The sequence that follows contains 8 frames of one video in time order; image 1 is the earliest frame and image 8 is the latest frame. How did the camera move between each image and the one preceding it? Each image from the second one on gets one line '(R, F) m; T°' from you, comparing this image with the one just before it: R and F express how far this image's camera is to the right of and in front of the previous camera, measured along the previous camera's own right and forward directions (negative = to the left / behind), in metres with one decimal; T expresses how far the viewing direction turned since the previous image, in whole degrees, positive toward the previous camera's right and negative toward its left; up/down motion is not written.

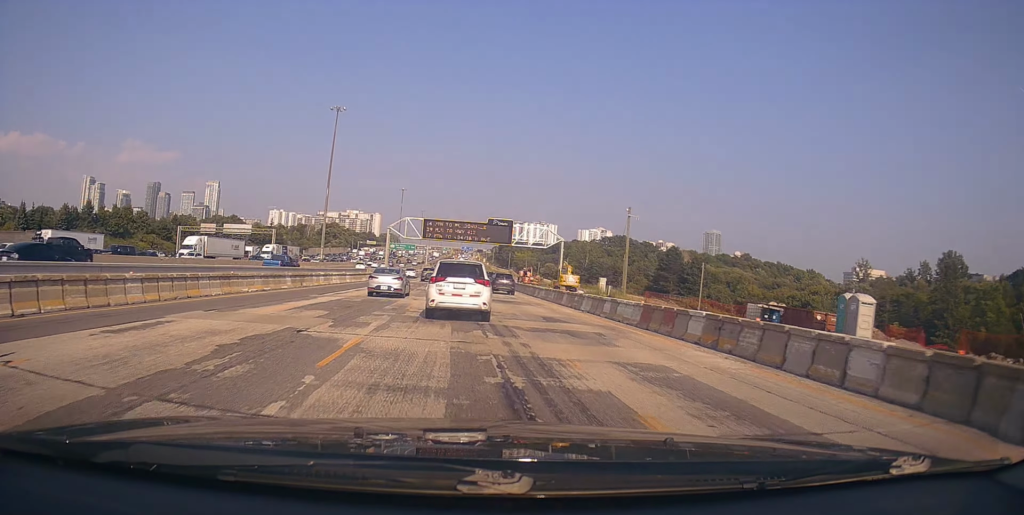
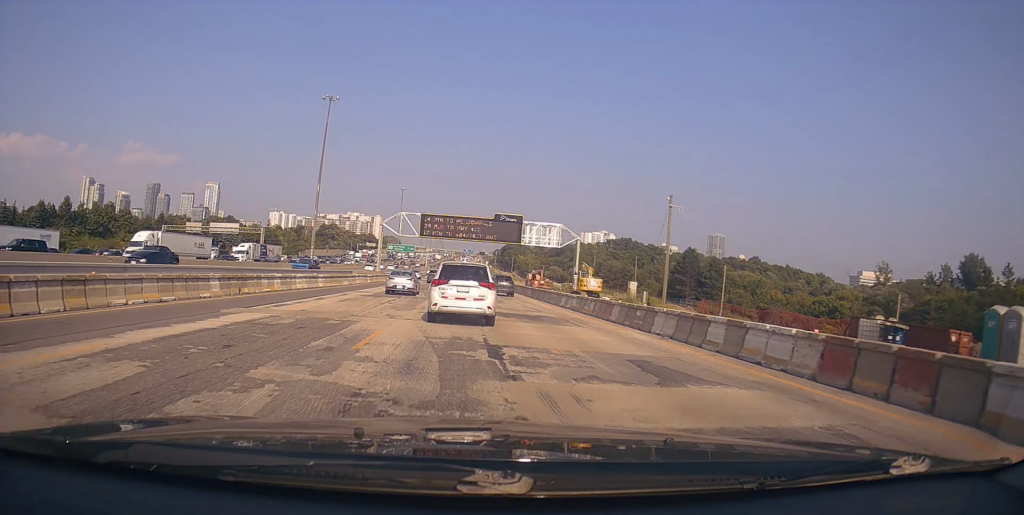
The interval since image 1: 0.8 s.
(0.0, +10.4) m; 0°
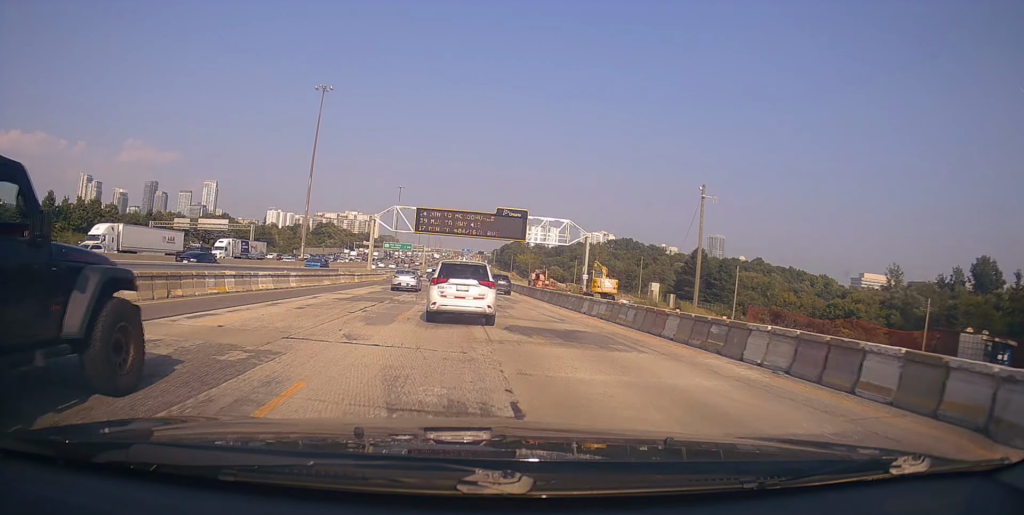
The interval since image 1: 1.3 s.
(0.0, +6.4) m; 0°
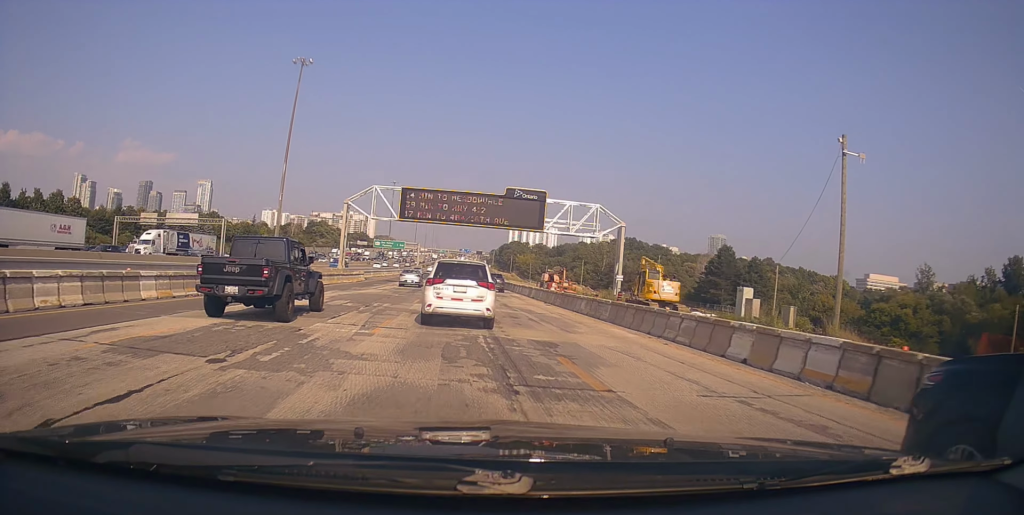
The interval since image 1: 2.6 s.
(0.0, +16.0) m; +2°
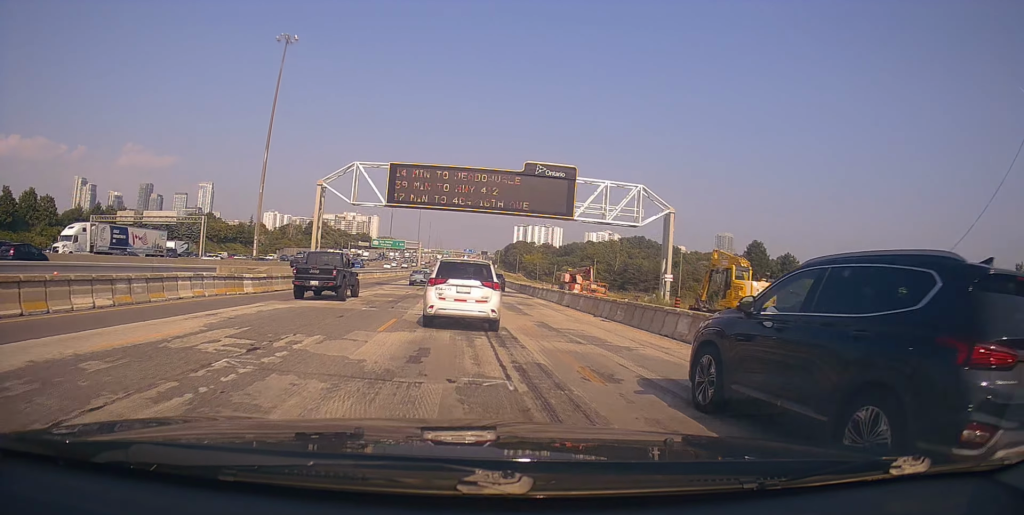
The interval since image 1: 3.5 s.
(+0.5, +11.9) m; 0°
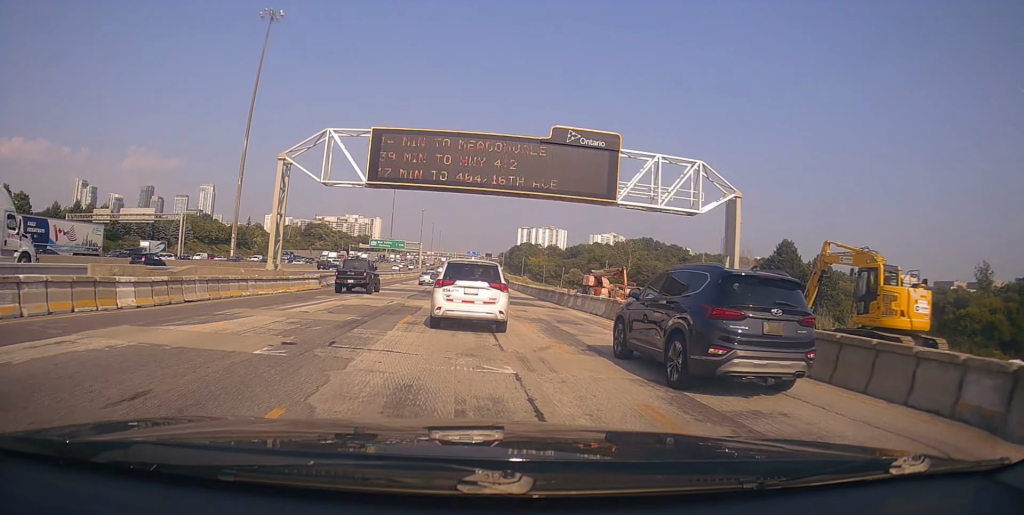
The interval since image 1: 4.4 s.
(-0.5, +10.4) m; 0°
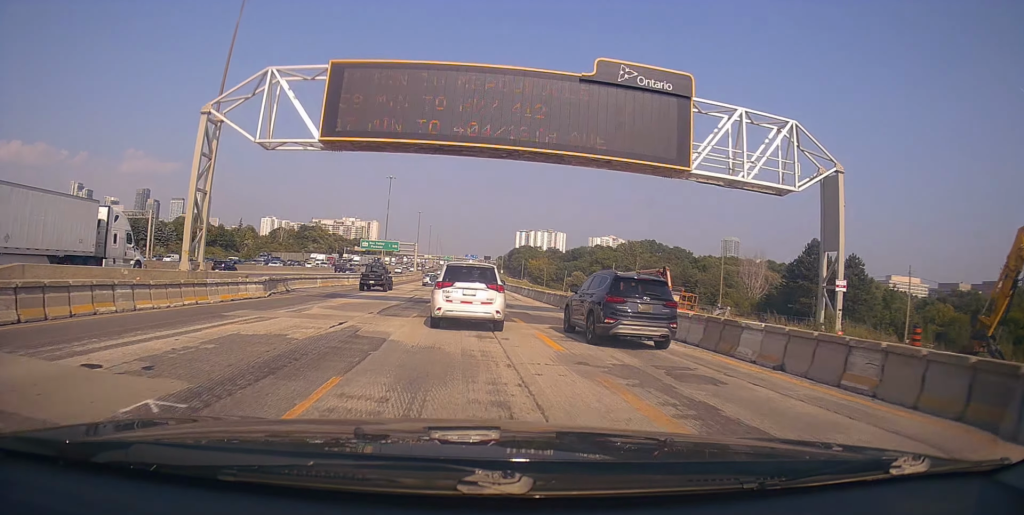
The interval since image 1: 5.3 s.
(+0.3, +10.4) m; 0°
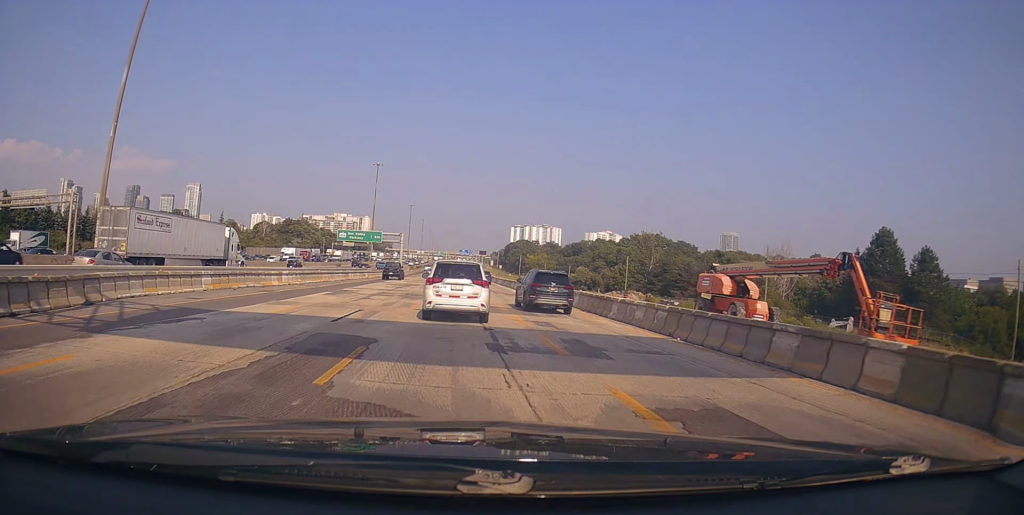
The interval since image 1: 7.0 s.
(-0.6, +19.2) m; -2°
